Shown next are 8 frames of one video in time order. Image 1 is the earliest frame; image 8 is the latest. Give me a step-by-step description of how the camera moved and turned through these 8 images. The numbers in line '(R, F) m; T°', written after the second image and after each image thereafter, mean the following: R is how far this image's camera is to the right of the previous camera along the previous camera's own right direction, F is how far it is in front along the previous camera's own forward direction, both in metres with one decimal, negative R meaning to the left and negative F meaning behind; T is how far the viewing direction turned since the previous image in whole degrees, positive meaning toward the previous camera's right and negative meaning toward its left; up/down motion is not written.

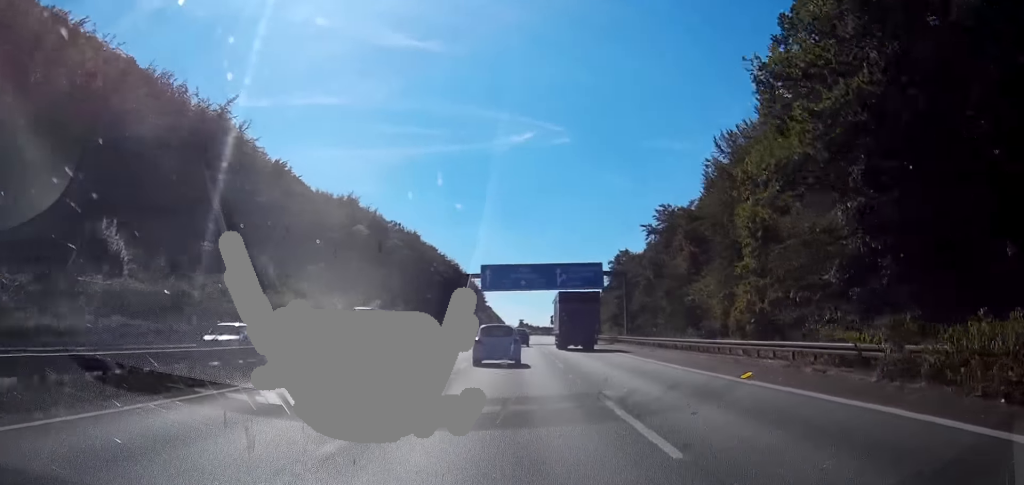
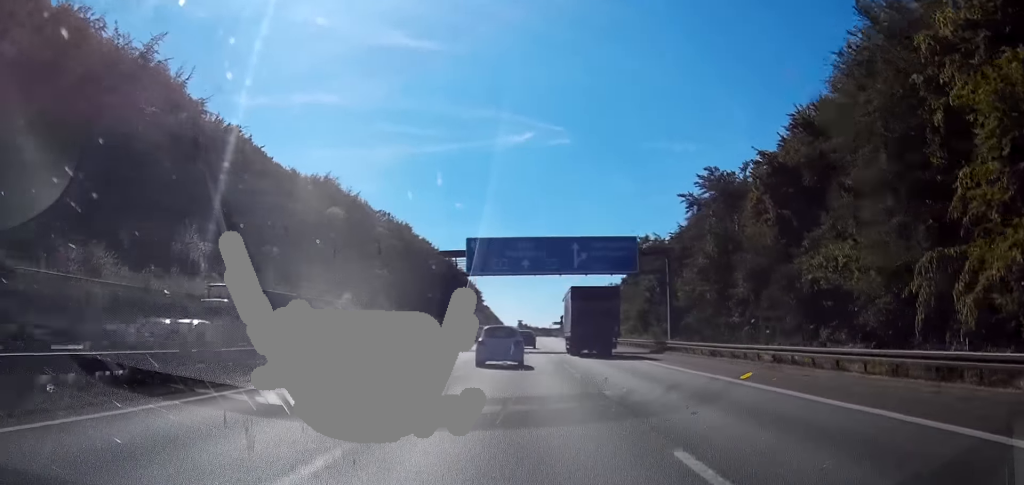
(+0.1, +23.5) m; 0°
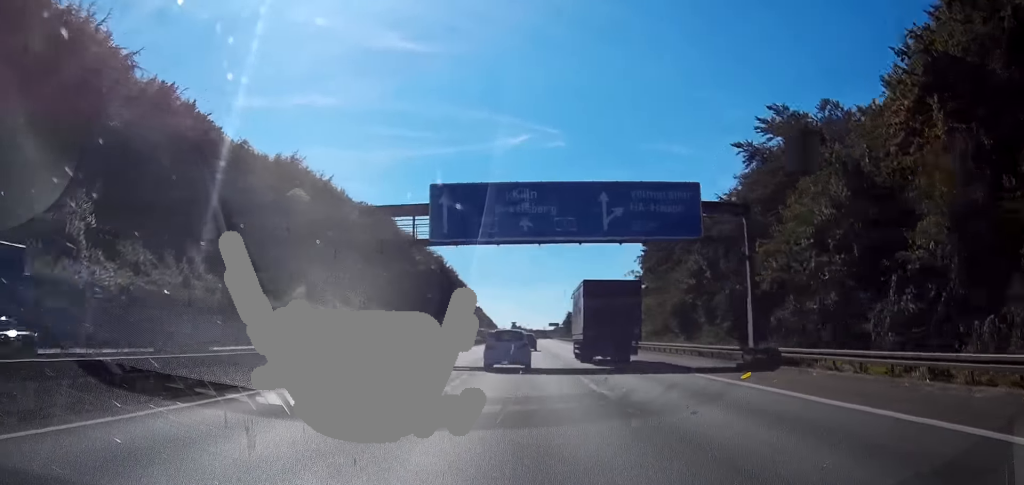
(+0.1, +21.7) m; +1°
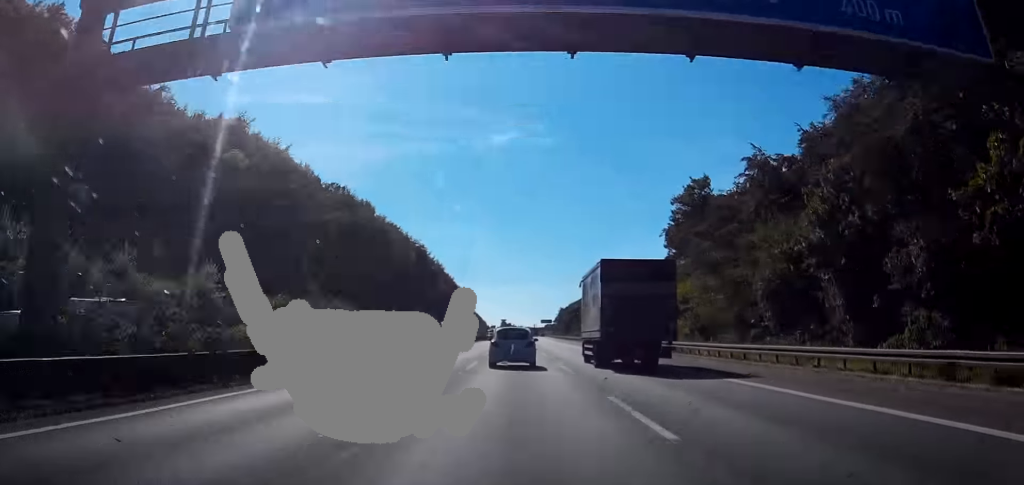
(+0.2, +25.4) m; +1°
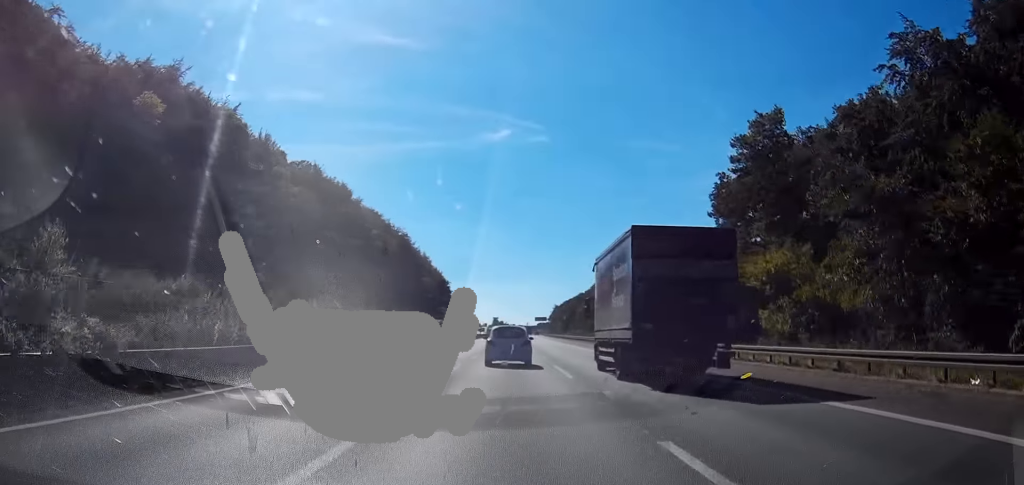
(+0.1, +24.3) m; 0°
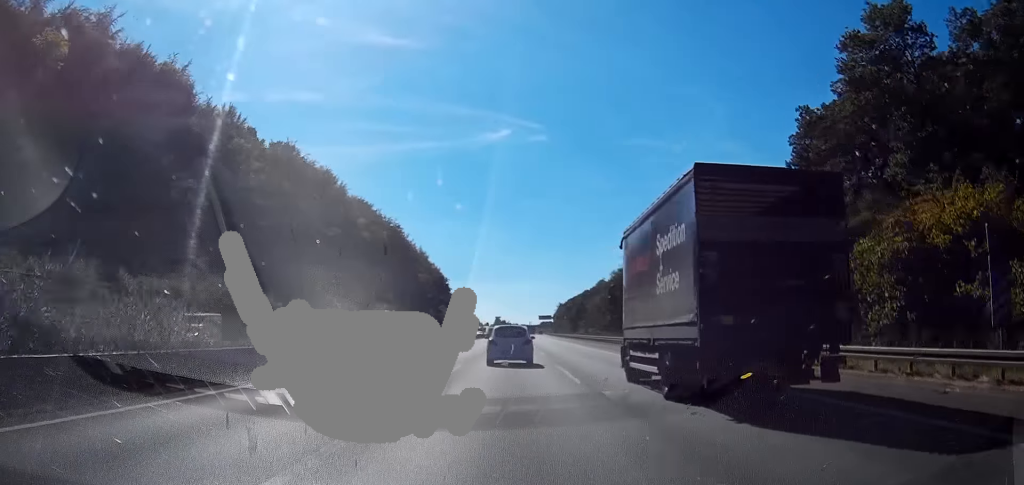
(0.0, +20.0) m; 0°
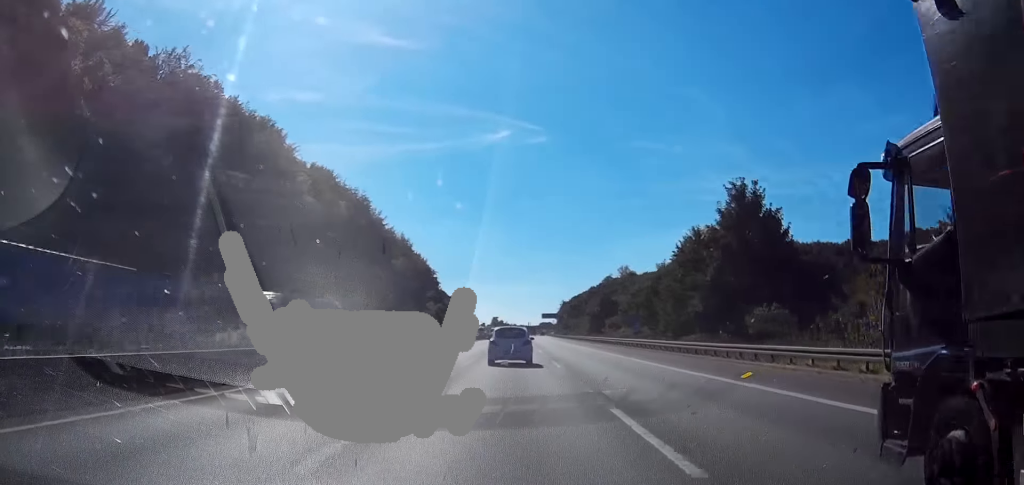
(+0.3, +46.8) m; +1°
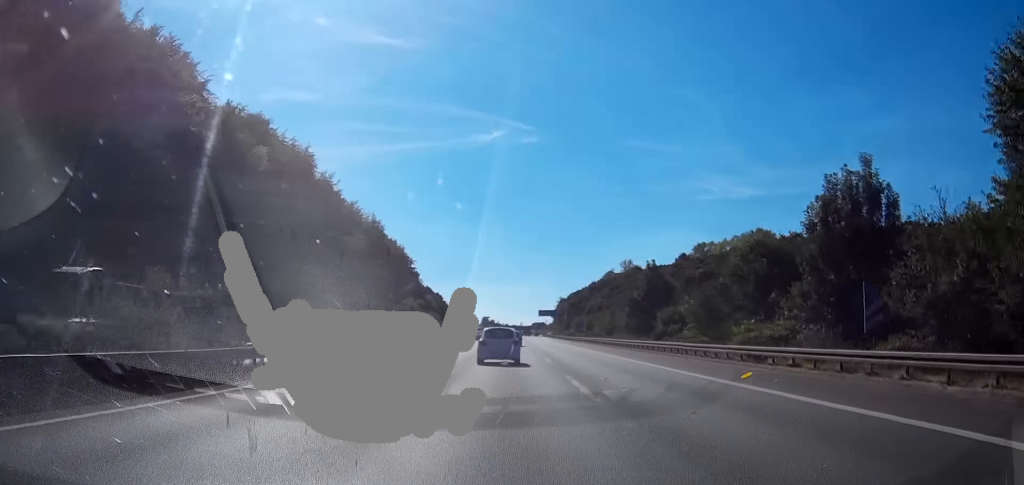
(+0.3, +43.6) m; +1°
